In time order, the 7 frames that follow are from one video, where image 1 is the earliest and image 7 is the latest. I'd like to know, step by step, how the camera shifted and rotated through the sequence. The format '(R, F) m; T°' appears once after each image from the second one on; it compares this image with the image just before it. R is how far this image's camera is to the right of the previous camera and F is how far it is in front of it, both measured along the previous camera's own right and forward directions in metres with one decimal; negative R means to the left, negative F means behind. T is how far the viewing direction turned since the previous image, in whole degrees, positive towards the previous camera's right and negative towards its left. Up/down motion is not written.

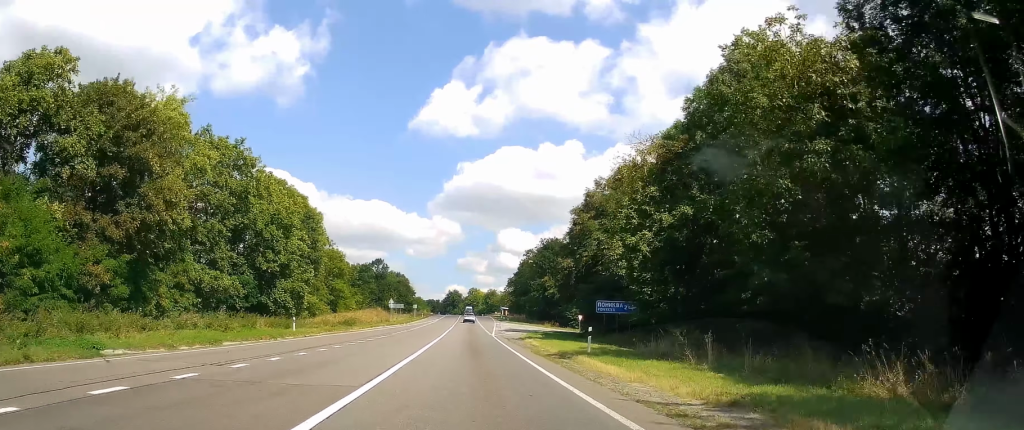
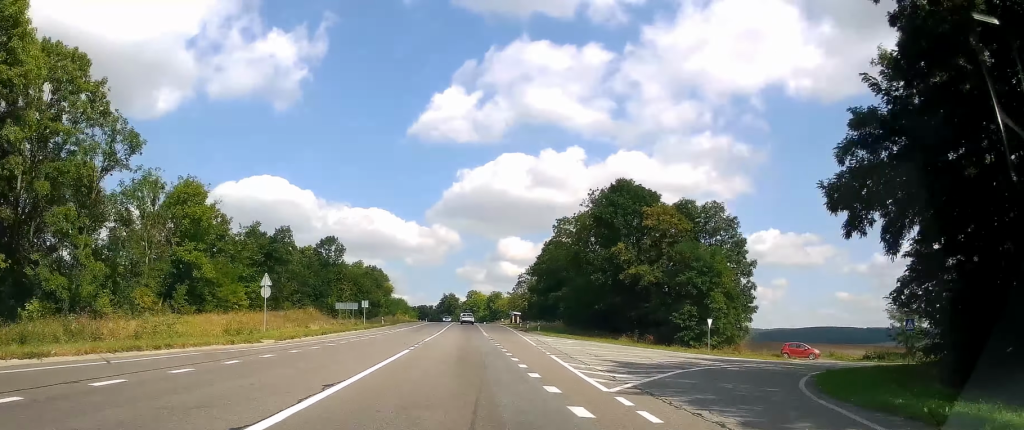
(-0.5, +59.6) m; -1°
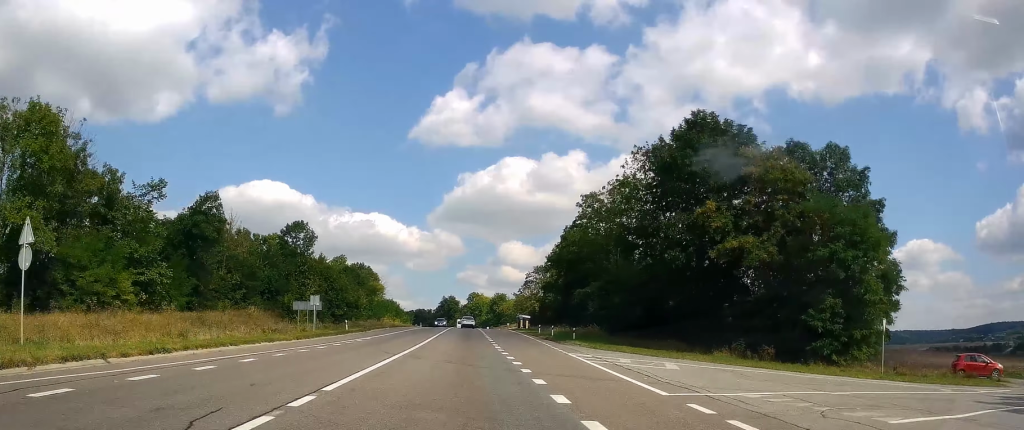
(0.0, +22.8) m; +1°
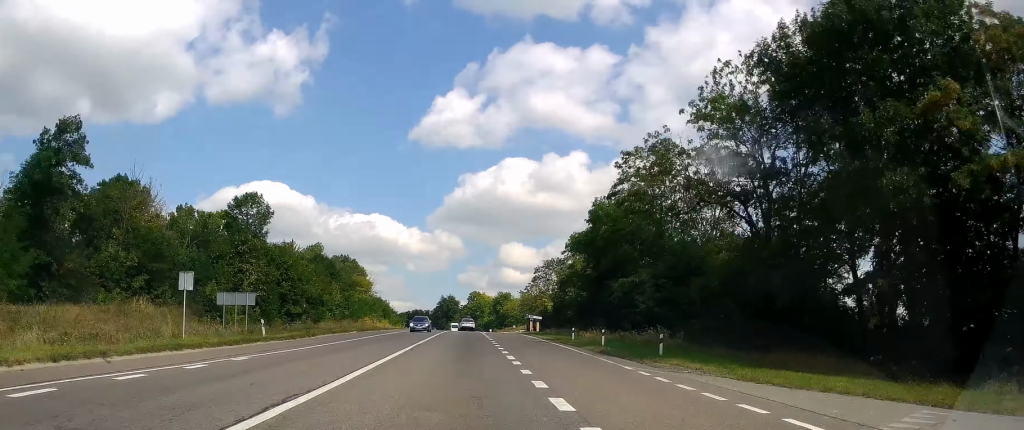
(+0.4, +21.6) m; 0°
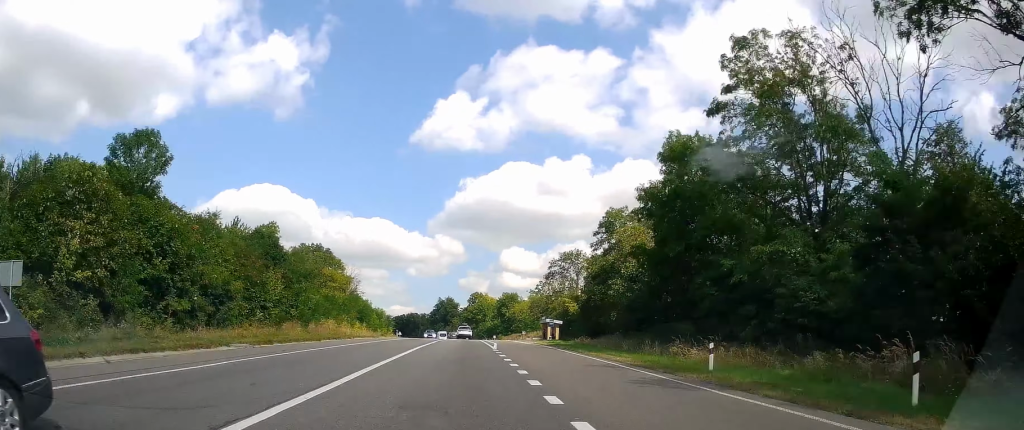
(-0.4, +27.1) m; 0°
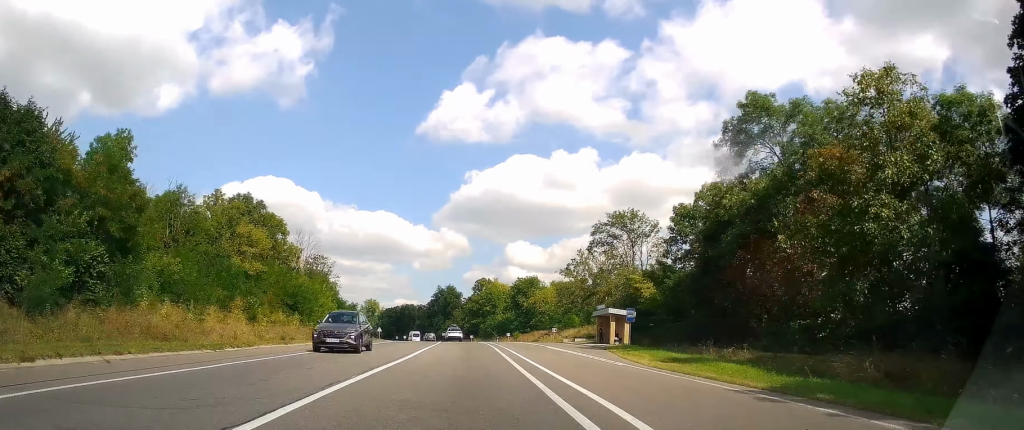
(+0.2, +41.0) m; +1°
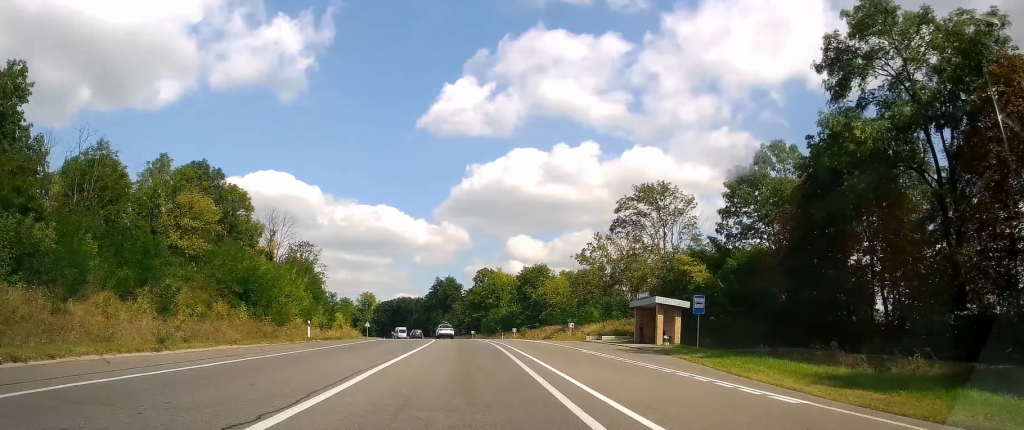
(0.0, +14.2) m; 0°
